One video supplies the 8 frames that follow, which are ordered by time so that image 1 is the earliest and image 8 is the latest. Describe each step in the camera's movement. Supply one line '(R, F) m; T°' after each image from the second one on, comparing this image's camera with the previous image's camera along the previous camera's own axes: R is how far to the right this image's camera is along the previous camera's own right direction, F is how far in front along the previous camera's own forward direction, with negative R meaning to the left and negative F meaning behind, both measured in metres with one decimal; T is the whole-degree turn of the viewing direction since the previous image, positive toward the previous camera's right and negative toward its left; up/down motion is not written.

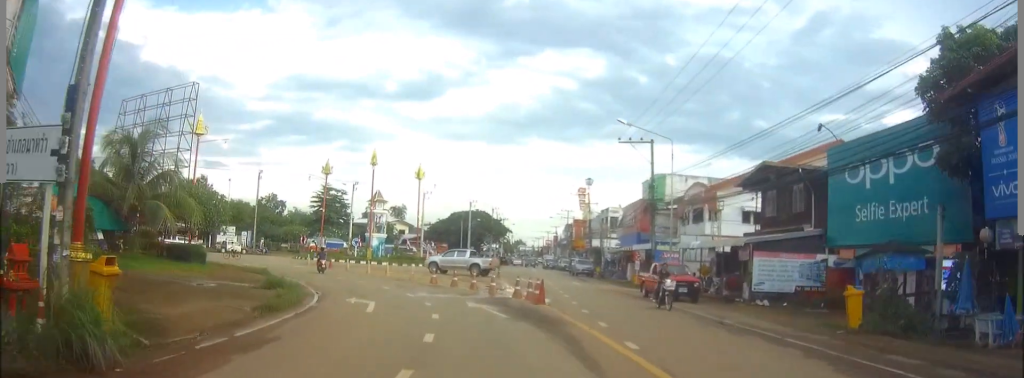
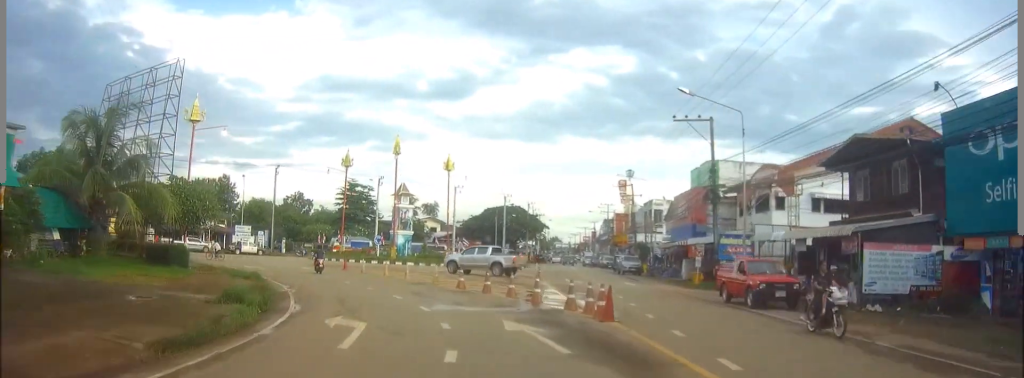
(0.0, +6.7) m; -2°
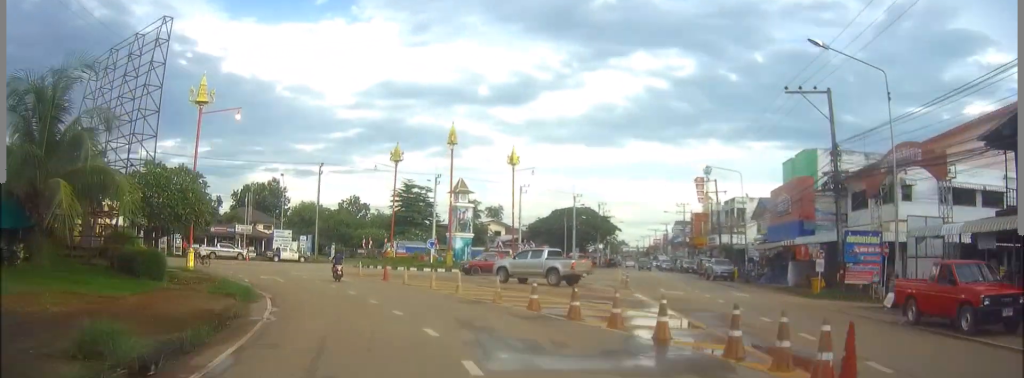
(-0.3, +9.2) m; -4°
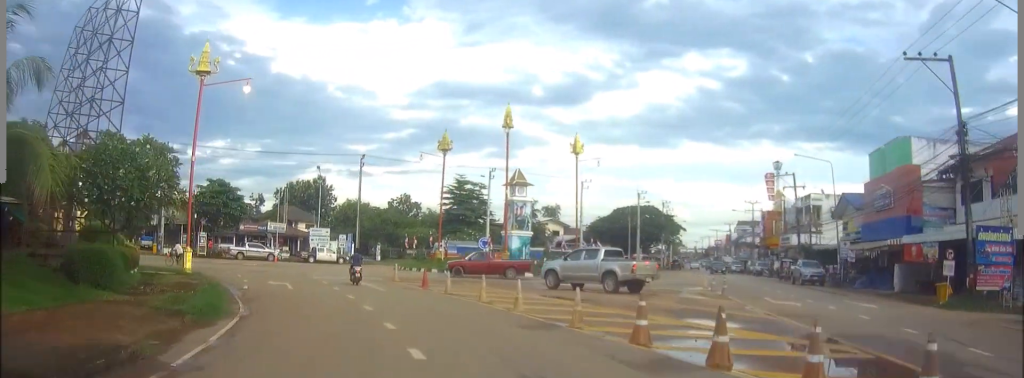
(-0.3, +6.9) m; -5°
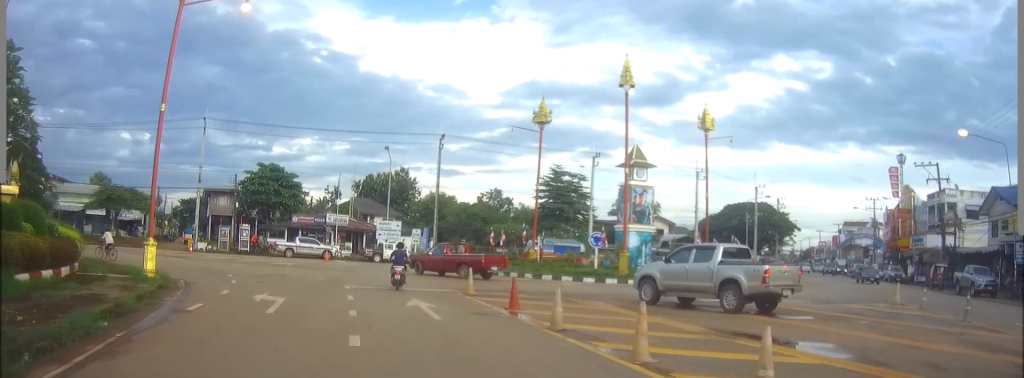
(-0.9, +12.0) m; -9°
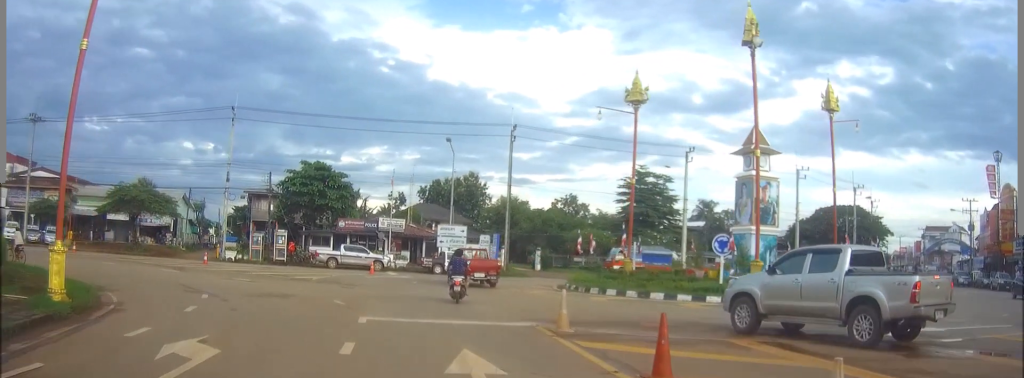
(-0.6, +8.9) m; -7°
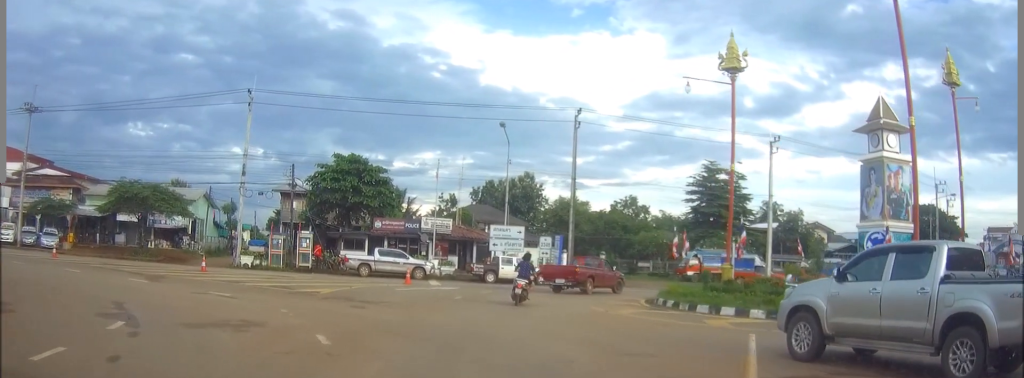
(-0.4, +8.3) m; -3°
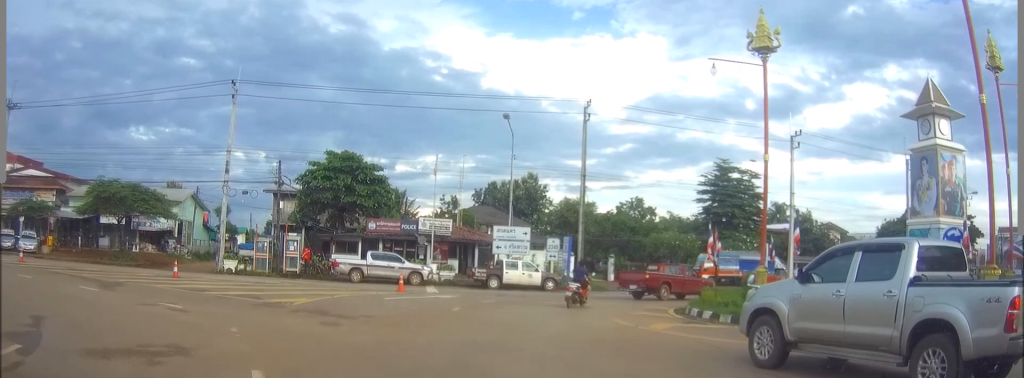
(0.0, +3.6) m; -1°
